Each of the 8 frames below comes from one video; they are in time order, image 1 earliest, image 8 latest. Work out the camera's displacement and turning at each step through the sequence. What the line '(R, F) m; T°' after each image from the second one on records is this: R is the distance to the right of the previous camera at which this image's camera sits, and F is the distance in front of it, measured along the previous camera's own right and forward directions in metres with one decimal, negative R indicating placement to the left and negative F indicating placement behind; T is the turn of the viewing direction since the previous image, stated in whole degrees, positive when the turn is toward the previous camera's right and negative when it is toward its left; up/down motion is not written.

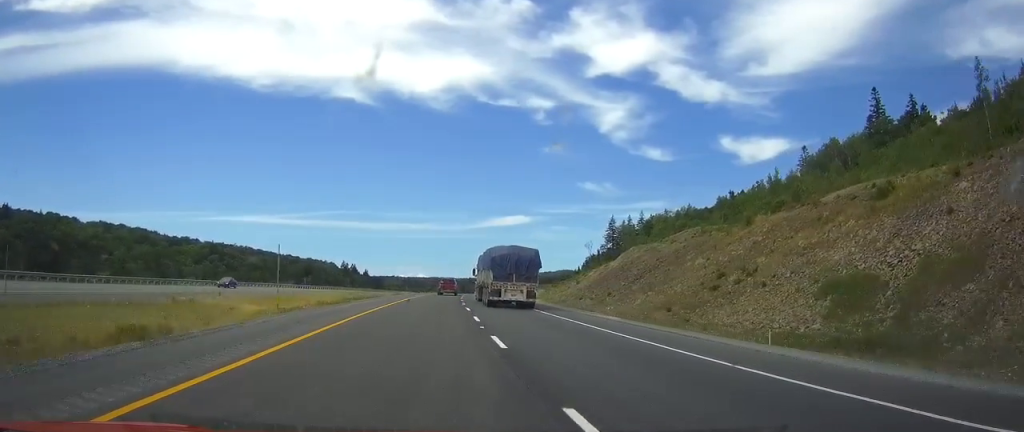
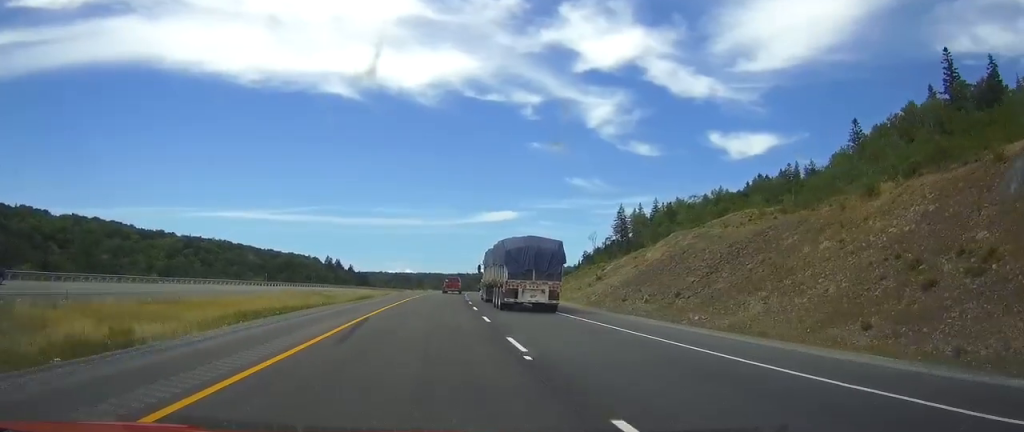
(+0.2, +27.8) m; +1°
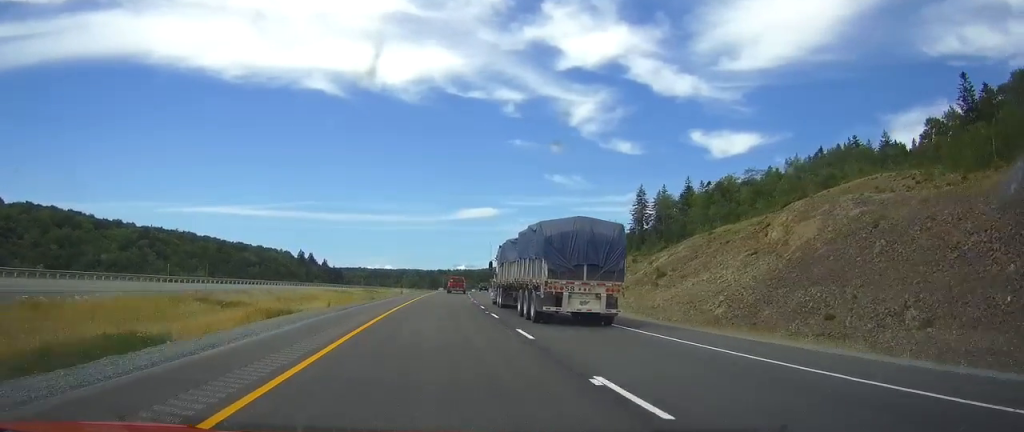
(+0.7, +42.5) m; +2°
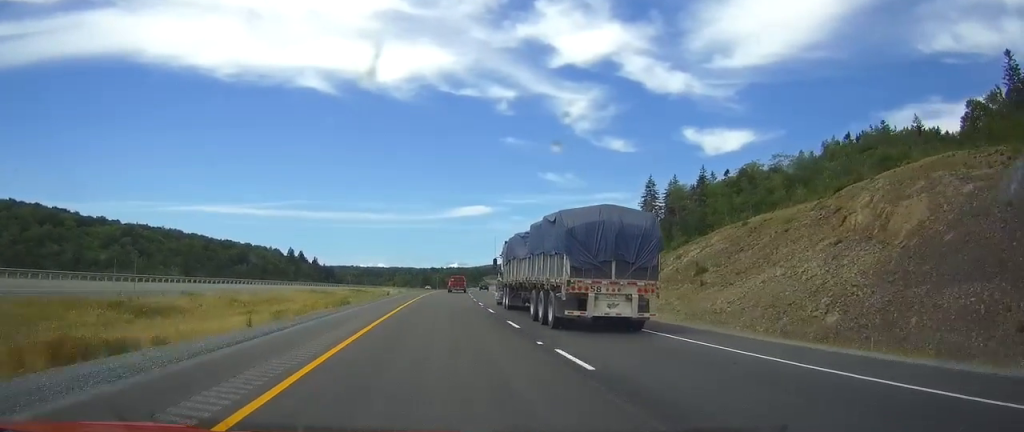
(0.0, +14.6) m; +1°
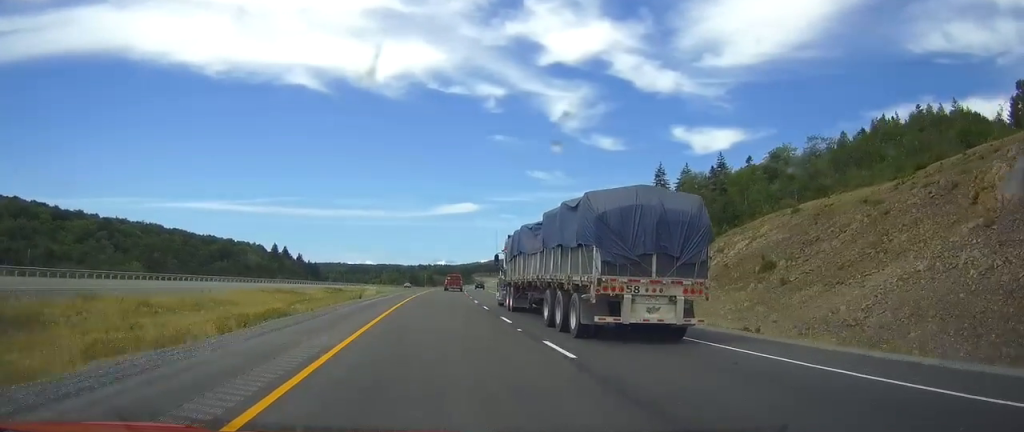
(+0.2, +16.9) m; +1°
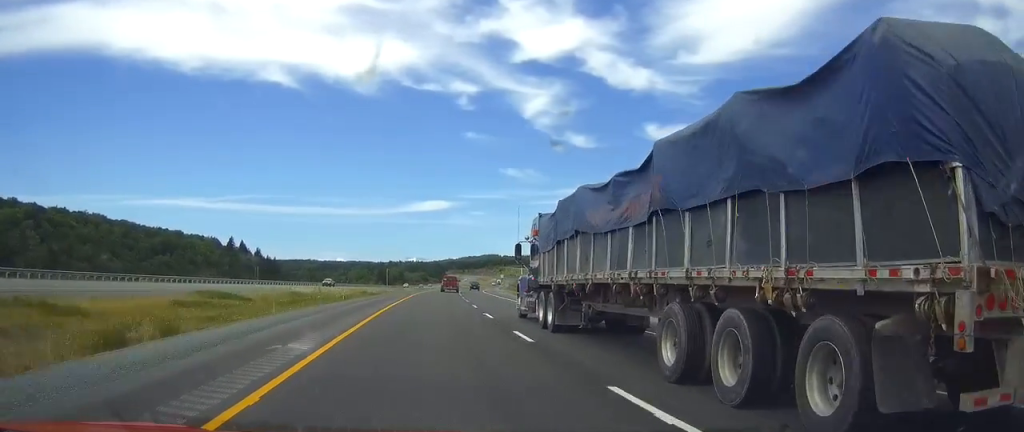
(+1.1, +51.8) m; +2°
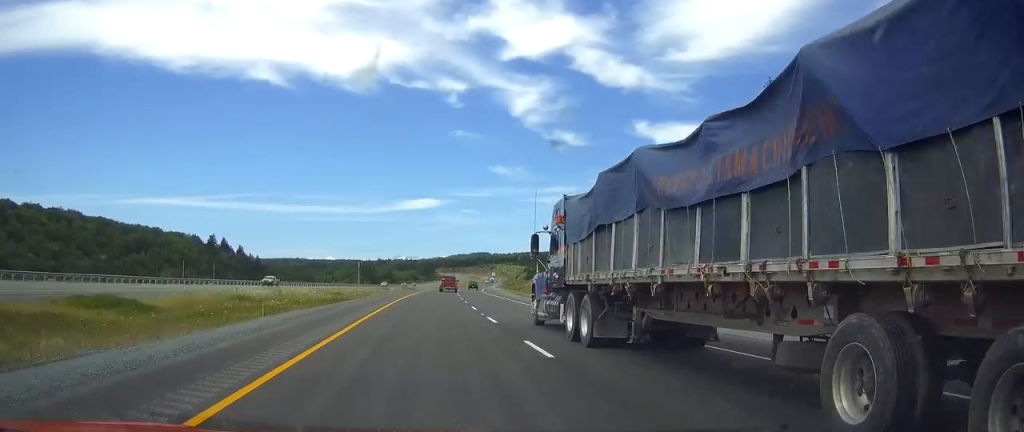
(+0.2, +21.4) m; +1°
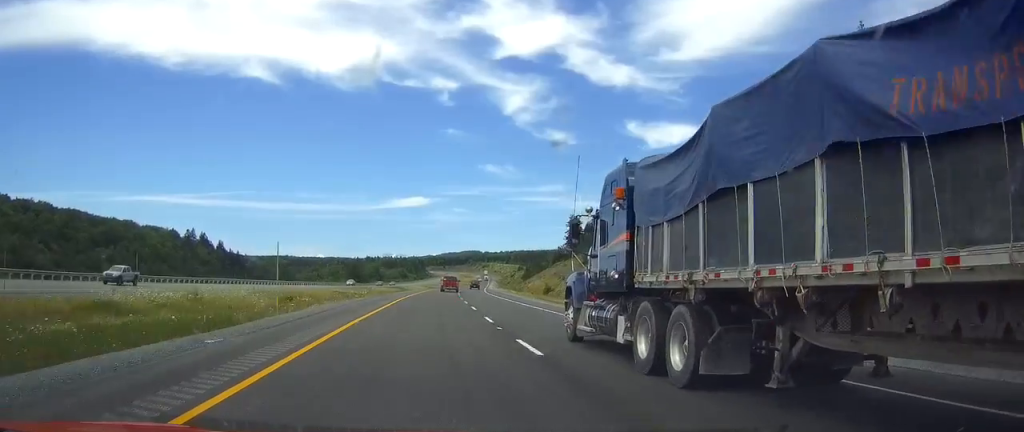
(+0.3, +27.1) m; +1°
